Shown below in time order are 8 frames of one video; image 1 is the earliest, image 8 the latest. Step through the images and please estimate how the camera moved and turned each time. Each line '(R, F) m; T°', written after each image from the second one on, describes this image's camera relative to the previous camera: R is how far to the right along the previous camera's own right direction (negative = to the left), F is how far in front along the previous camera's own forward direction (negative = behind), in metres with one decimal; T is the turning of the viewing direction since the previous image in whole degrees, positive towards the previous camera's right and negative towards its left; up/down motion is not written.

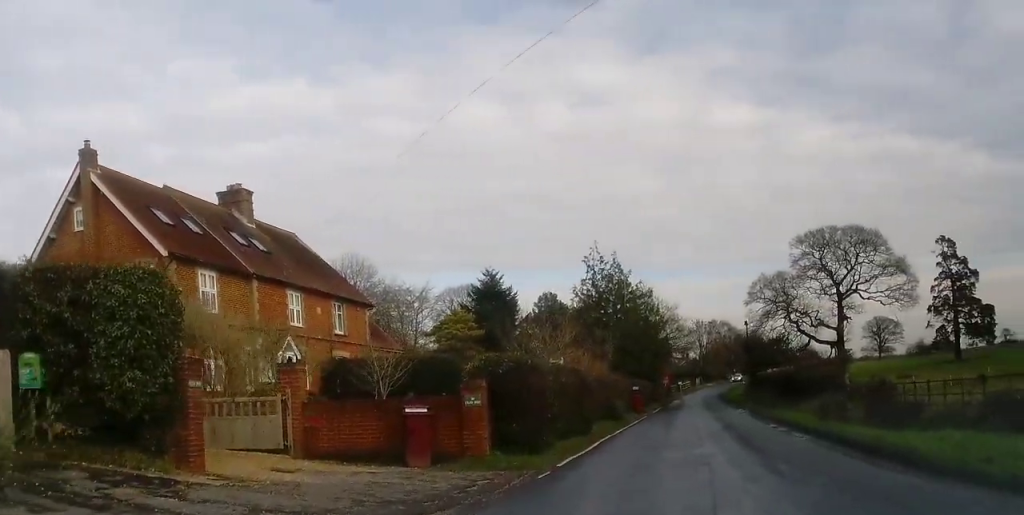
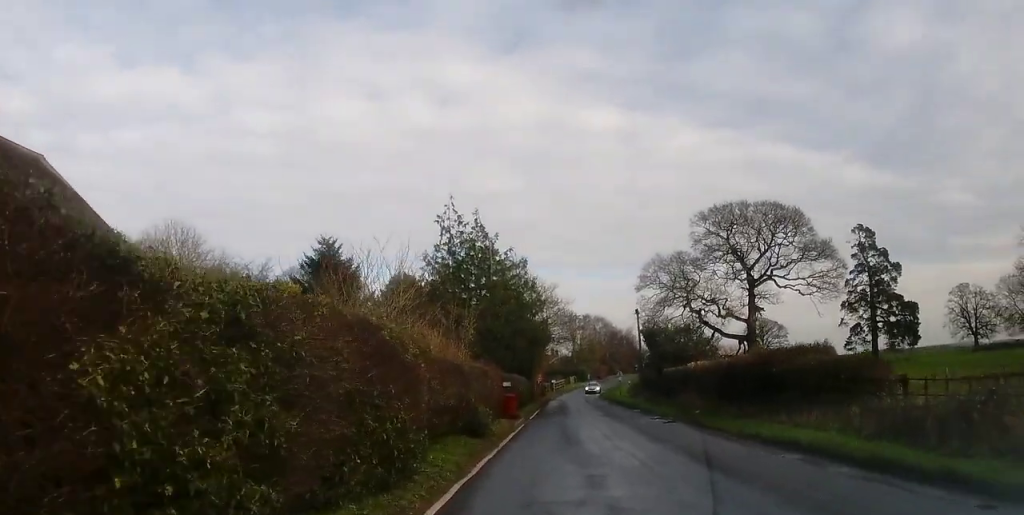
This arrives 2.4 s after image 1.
(+2.2, +12.6) m; +12°
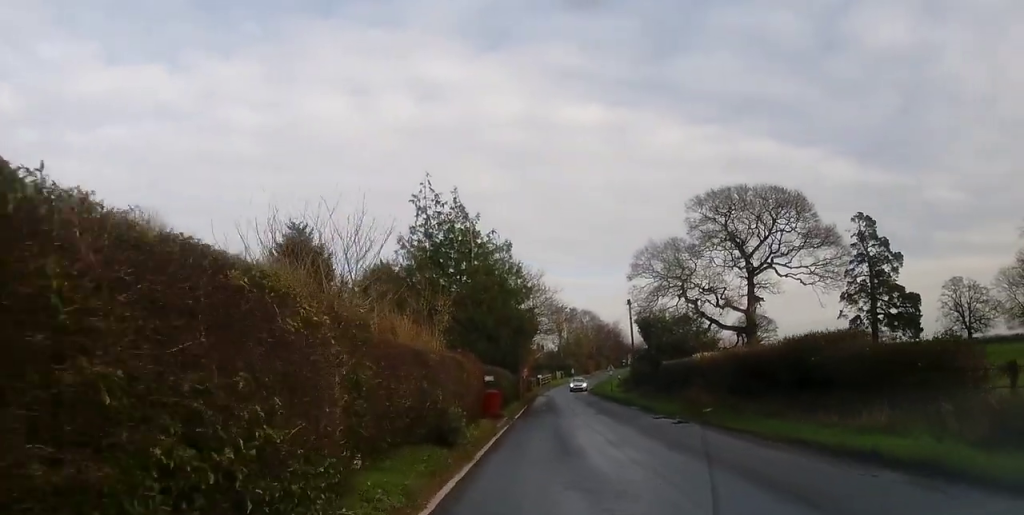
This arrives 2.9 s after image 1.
(-0.1, +4.0) m; +1°
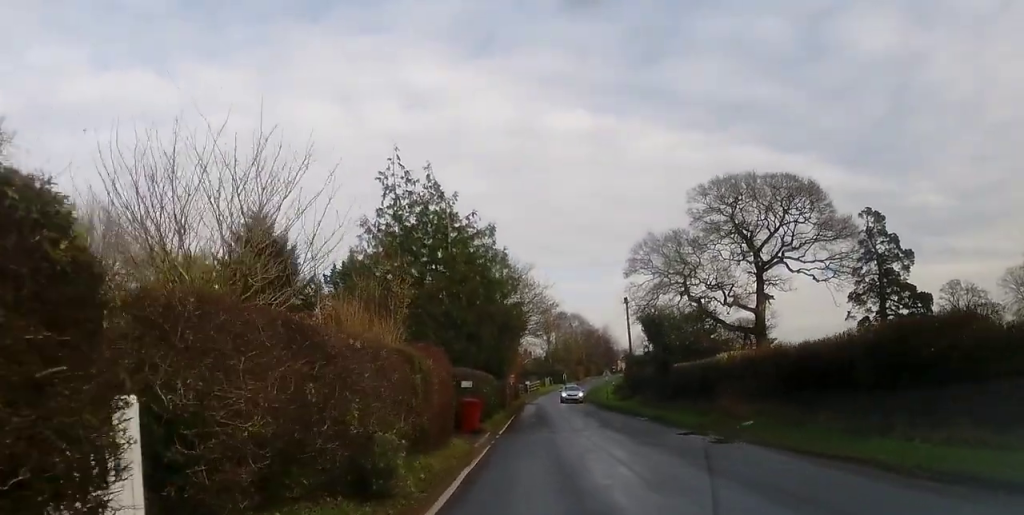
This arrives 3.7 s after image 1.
(-0.1, +5.8) m; +1°
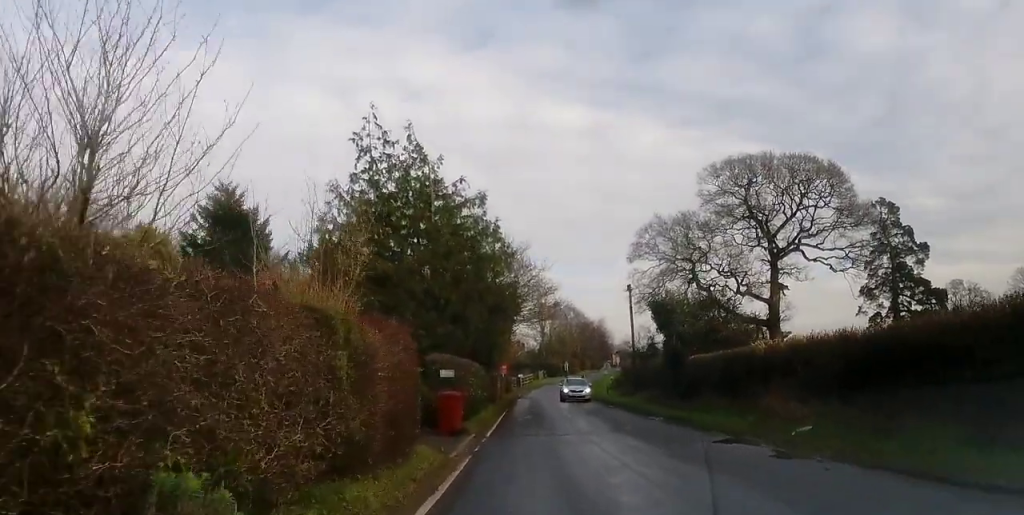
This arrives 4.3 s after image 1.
(+0.3, +4.6) m; 0°
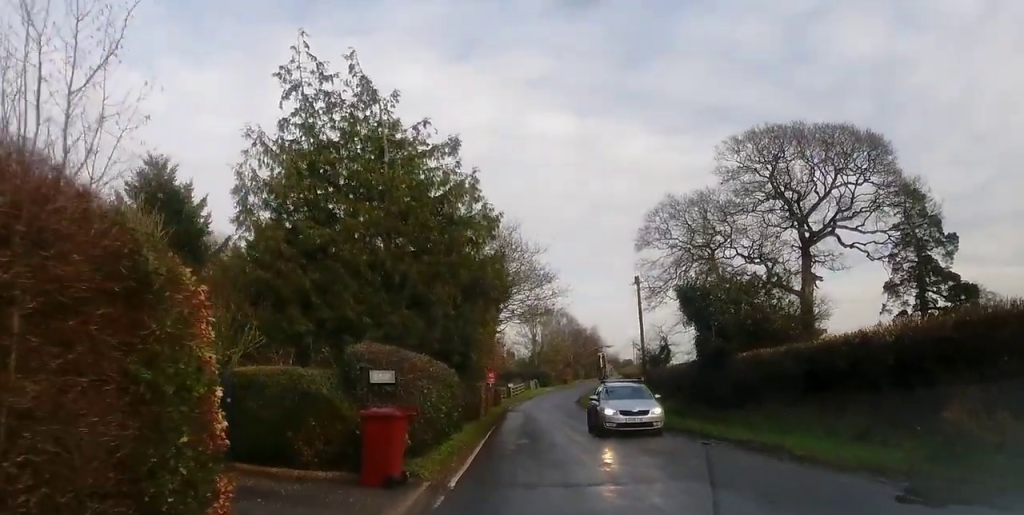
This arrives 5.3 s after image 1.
(-0.2, +8.5) m; +1°
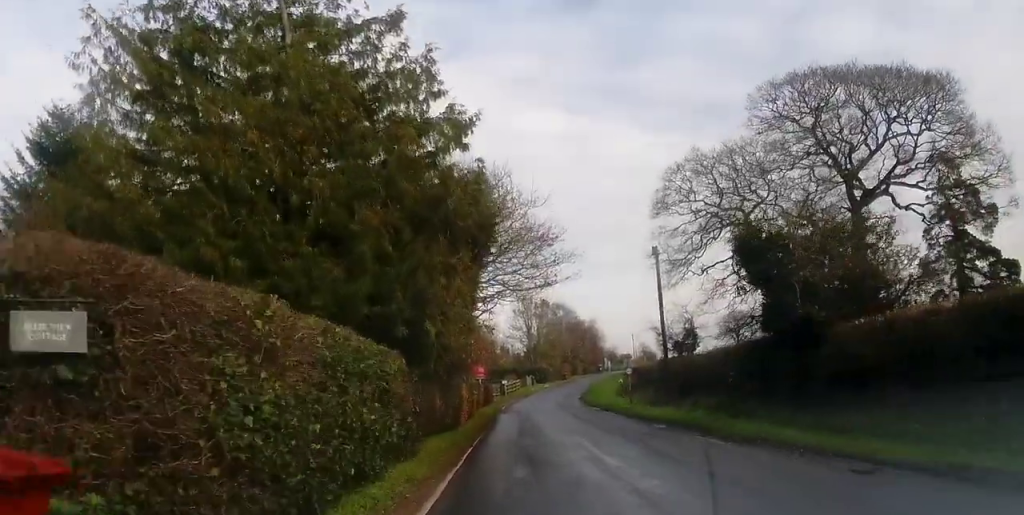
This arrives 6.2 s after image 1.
(+0.3, +8.4) m; +1°
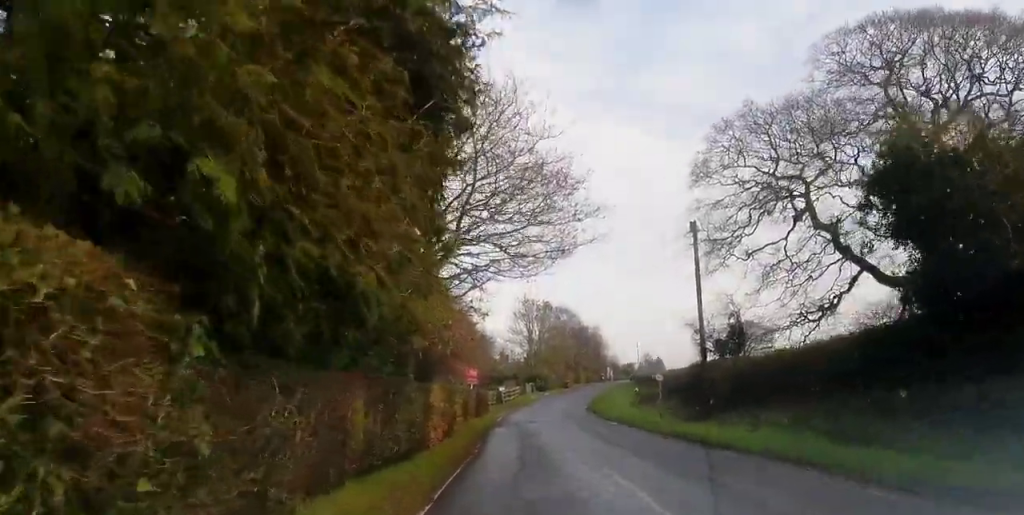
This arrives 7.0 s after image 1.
(0.0, +8.1) m; +1°
